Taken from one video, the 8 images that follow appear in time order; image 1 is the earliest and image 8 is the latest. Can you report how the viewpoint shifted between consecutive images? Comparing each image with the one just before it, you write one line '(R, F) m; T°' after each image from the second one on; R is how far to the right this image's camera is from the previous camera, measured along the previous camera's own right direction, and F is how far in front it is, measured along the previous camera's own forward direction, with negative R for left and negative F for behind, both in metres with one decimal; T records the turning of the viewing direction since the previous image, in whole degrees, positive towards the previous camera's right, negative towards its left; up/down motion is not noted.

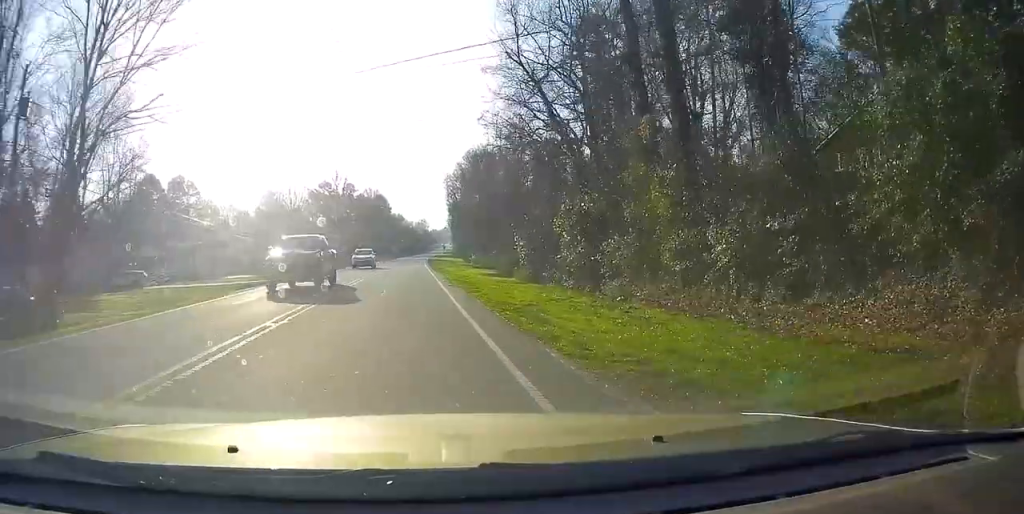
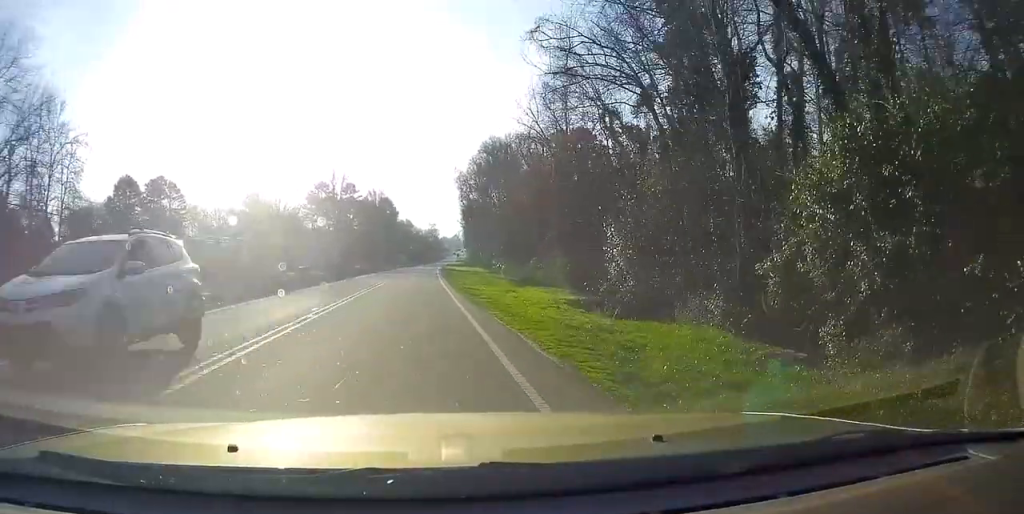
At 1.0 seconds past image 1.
(+0.2, +21.3) m; 0°
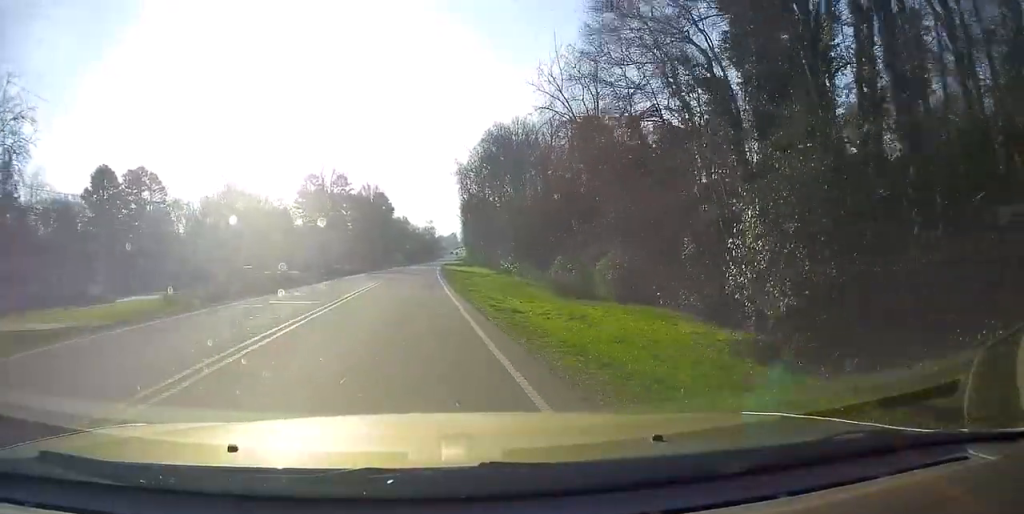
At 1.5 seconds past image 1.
(-0.1, +11.3) m; -1°
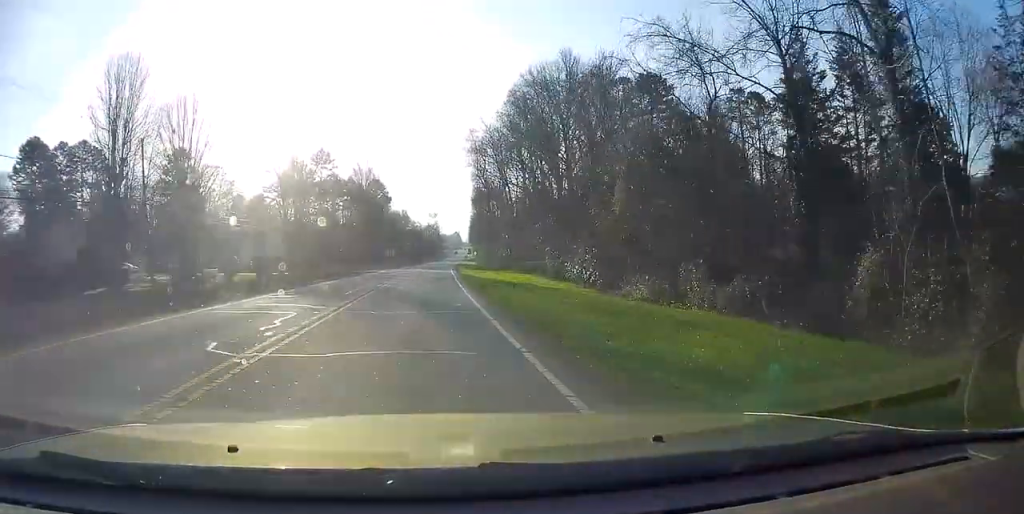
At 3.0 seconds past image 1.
(-0.7, +32.1) m; 0°
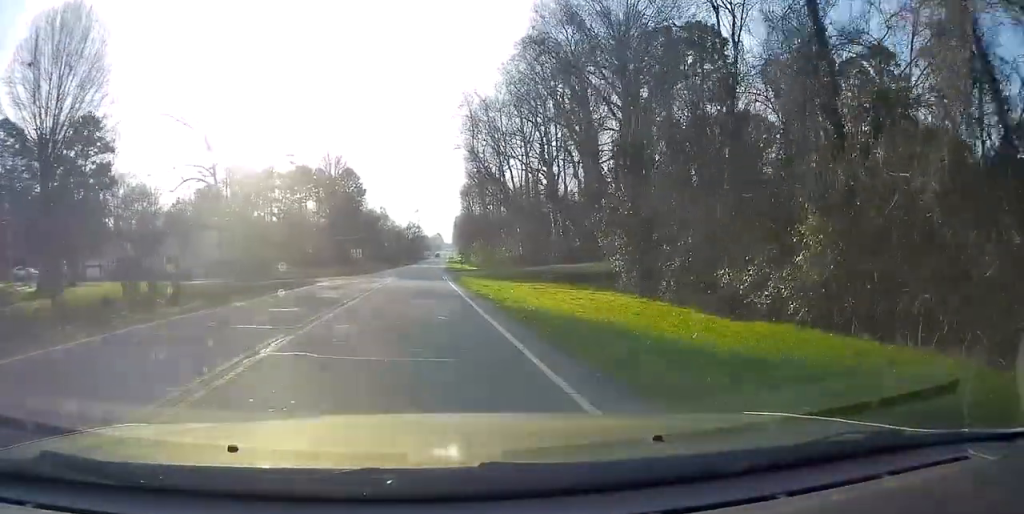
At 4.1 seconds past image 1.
(+0.7, +24.1) m; +2°
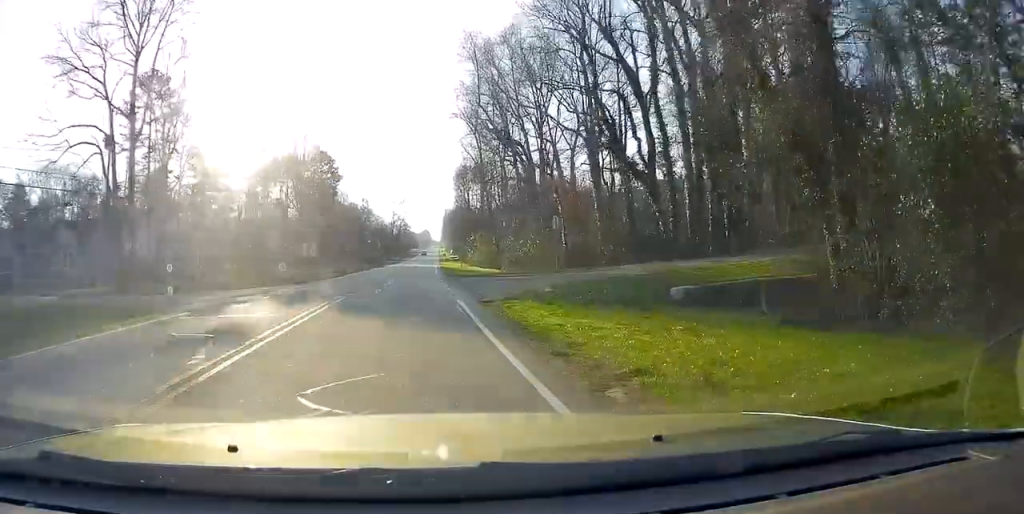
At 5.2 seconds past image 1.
(+0.1, +23.5) m; +1°
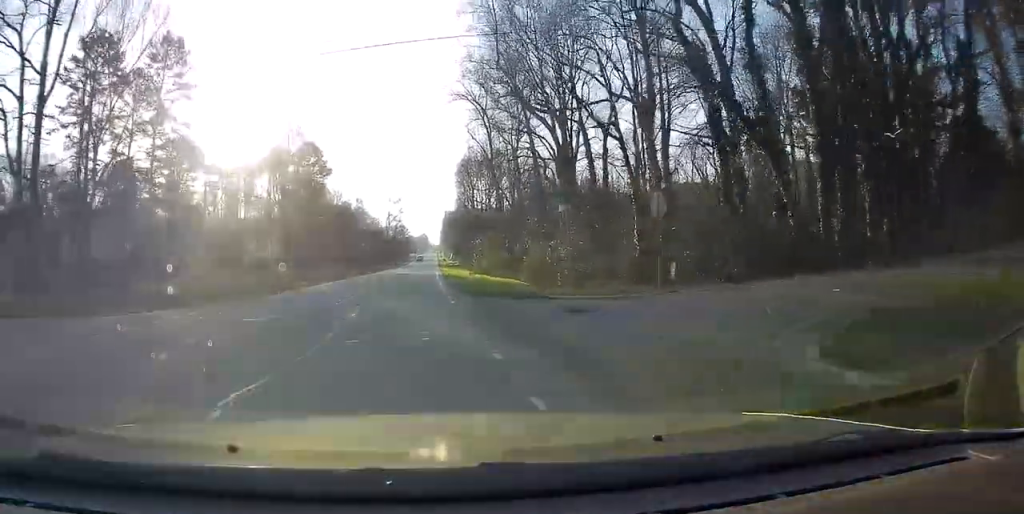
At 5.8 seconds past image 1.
(+0.2, +13.8) m; 0°
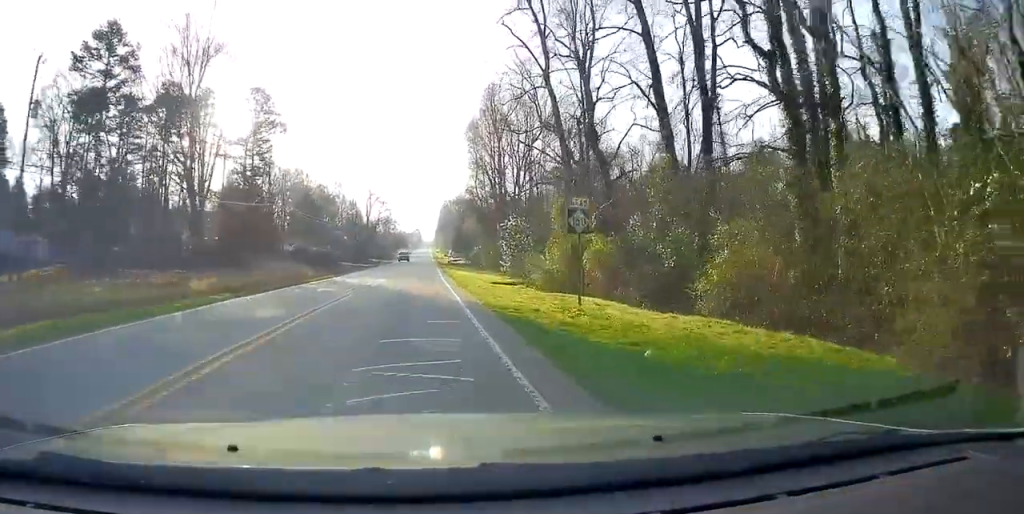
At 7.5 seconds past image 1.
(+0.2, +35.4) m; +1°
